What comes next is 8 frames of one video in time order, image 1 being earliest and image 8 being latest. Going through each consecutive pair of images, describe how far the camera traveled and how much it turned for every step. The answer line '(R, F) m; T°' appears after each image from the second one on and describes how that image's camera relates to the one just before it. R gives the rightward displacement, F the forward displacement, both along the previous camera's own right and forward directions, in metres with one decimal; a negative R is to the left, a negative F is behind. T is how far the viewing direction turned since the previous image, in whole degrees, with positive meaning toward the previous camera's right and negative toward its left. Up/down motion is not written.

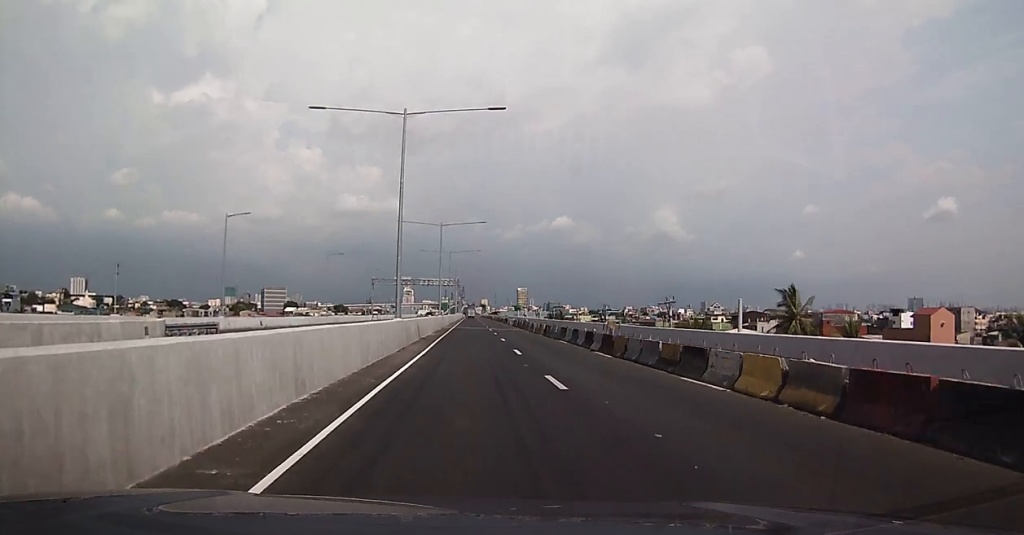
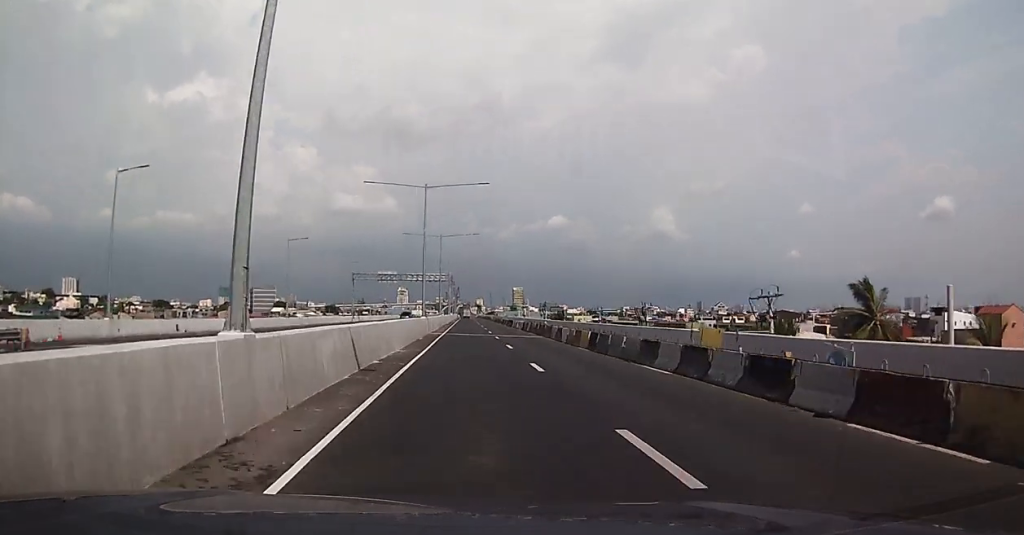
(-0.1, +20.2) m; +1°
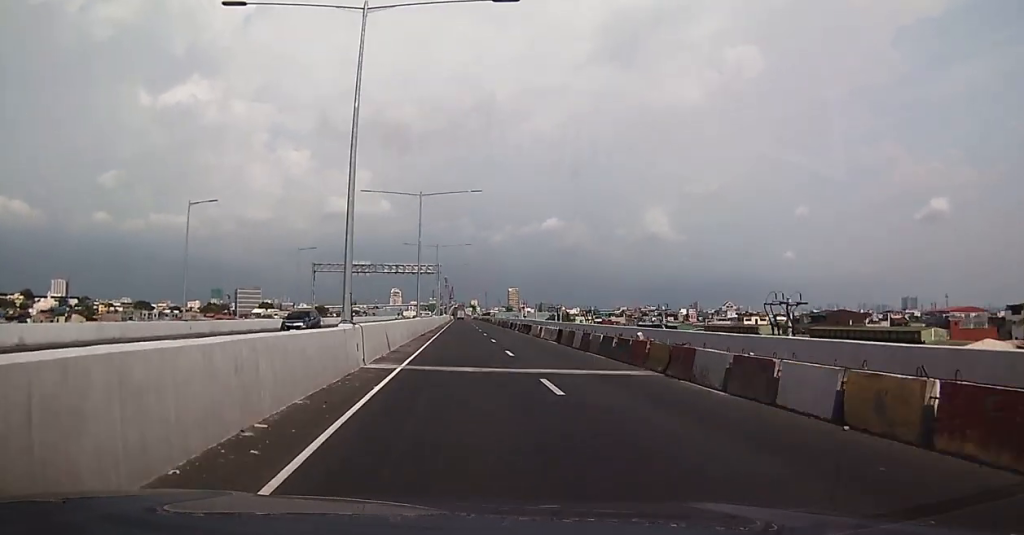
(+0.8, +28.8) m; +2°
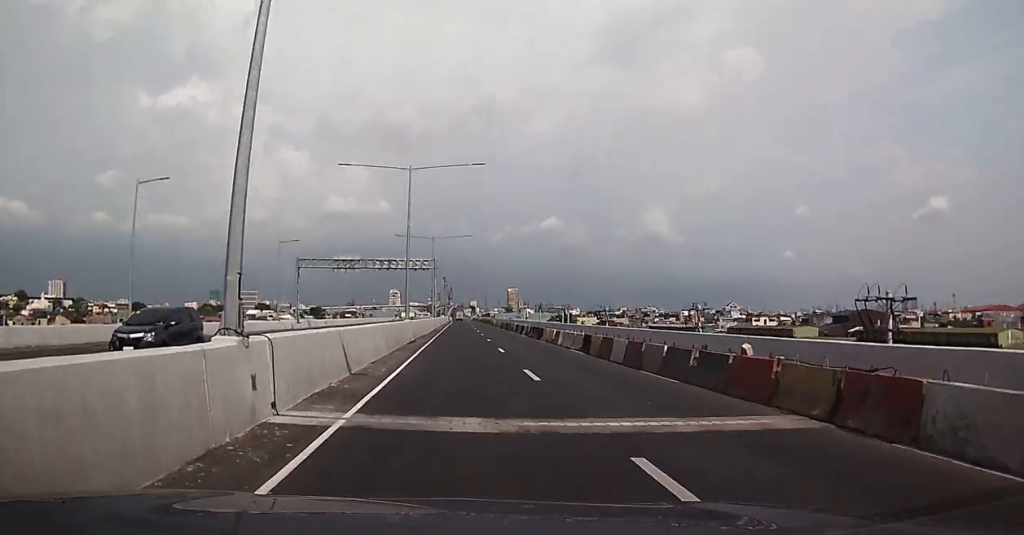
(0.0, +8.7) m; 0°
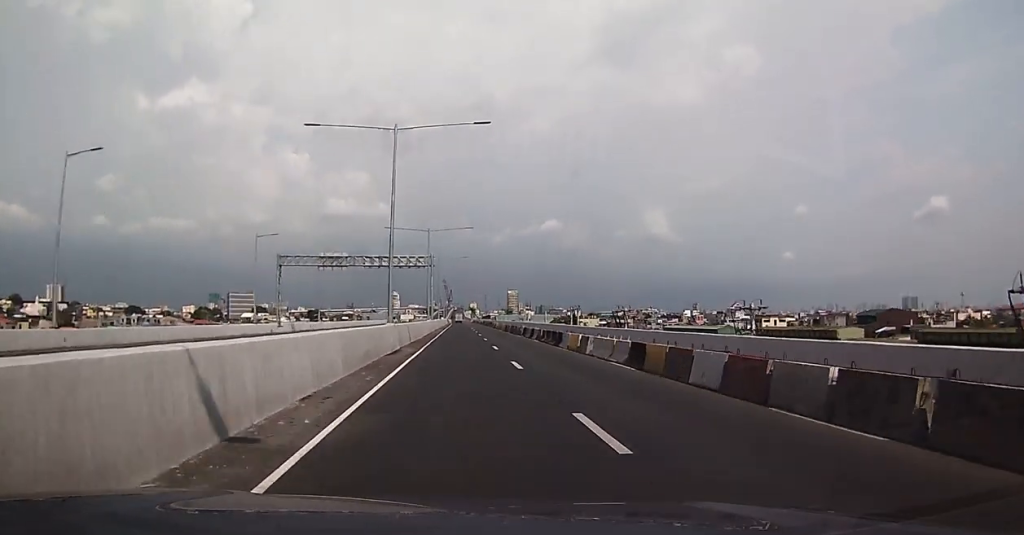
(0.0, +8.7) m; 0°
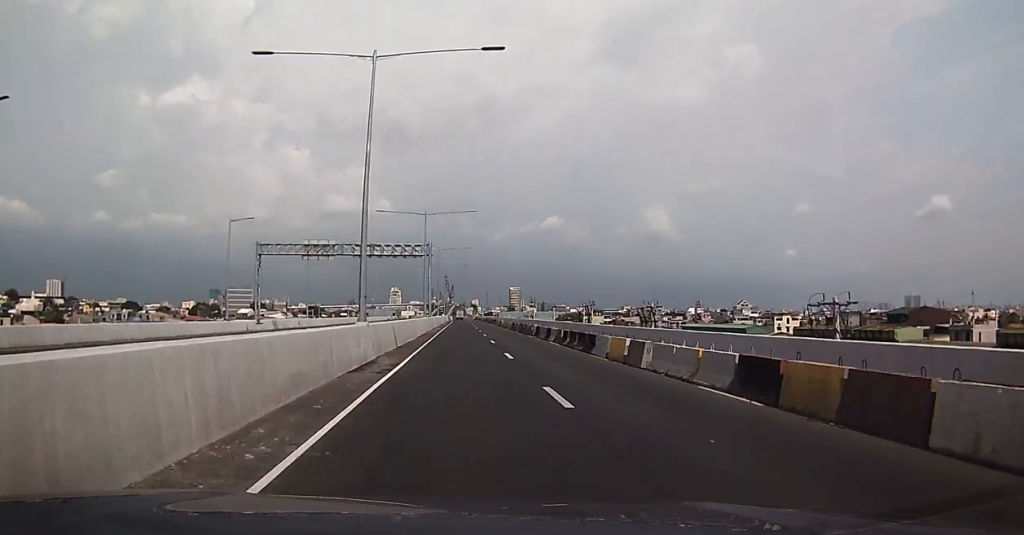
(0.0, +8.7) m; 0°
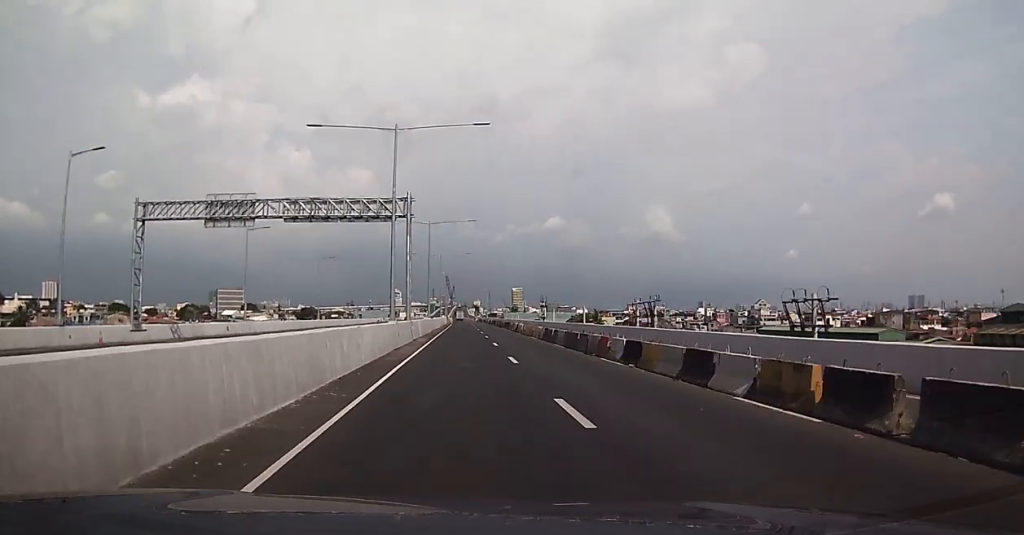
(0.0, +27.0) m; 0°
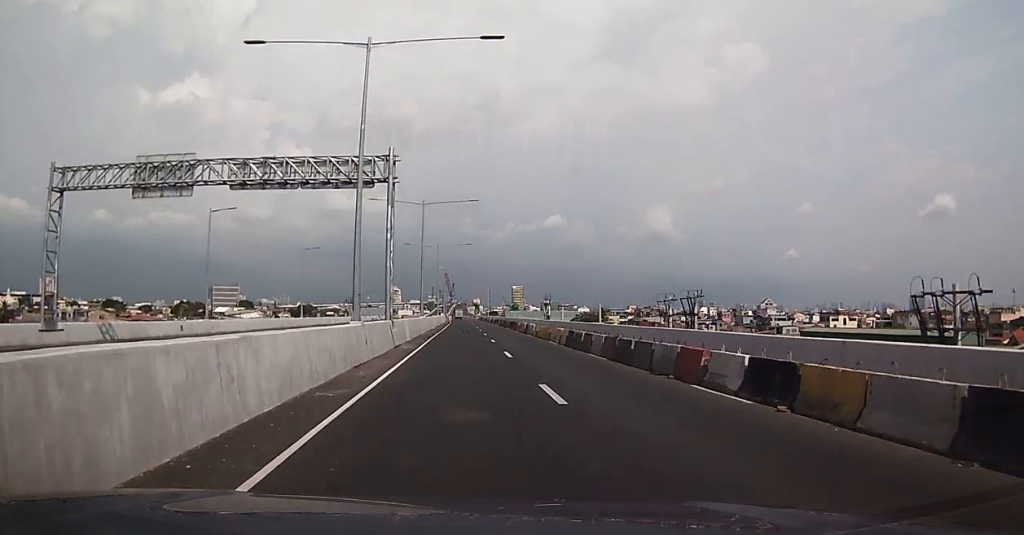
(0.0, +10.3) m; 0°
